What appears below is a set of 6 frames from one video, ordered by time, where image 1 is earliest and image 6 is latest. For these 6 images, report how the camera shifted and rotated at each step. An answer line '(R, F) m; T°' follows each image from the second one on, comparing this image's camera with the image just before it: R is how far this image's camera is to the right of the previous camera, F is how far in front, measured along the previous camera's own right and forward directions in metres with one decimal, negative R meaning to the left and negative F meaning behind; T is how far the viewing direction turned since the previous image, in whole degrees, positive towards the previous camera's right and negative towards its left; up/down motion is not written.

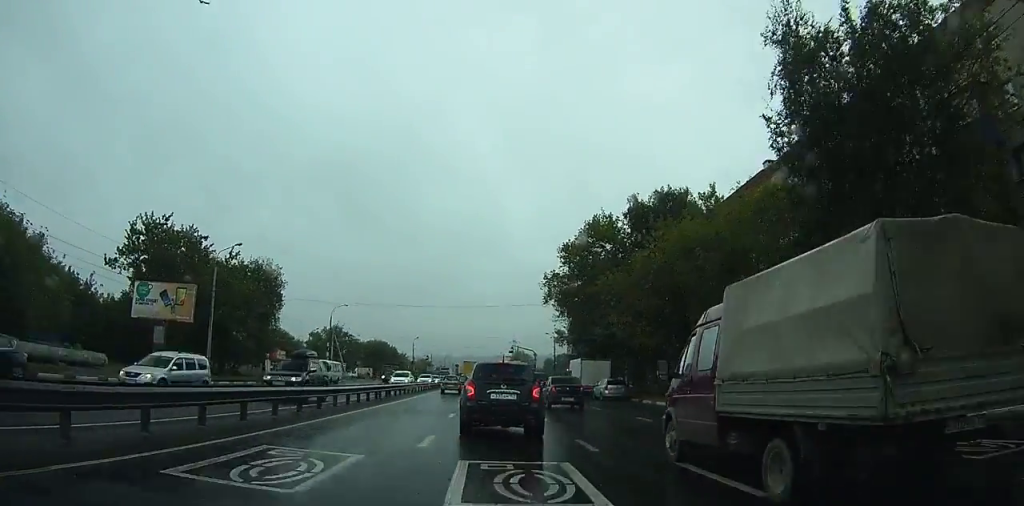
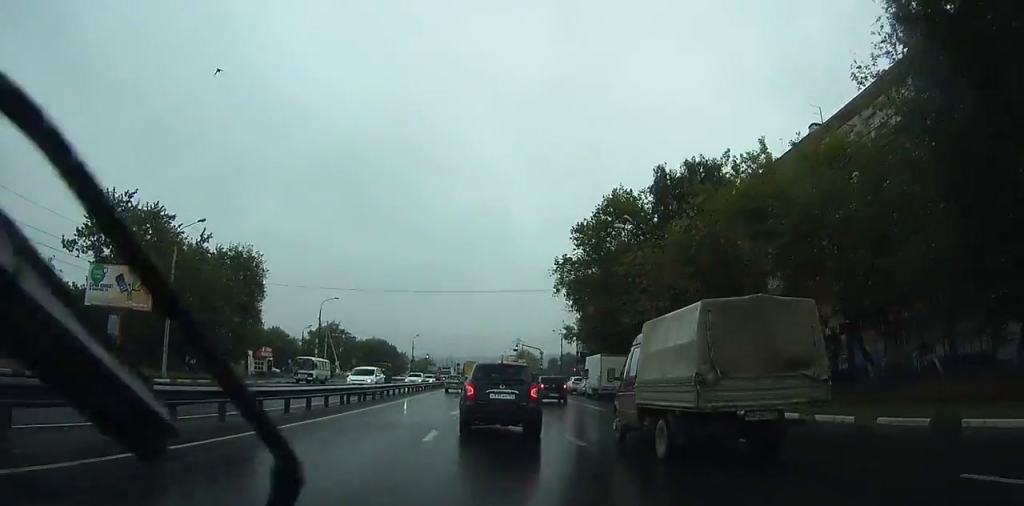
(0.0, +7.2) m; 0°
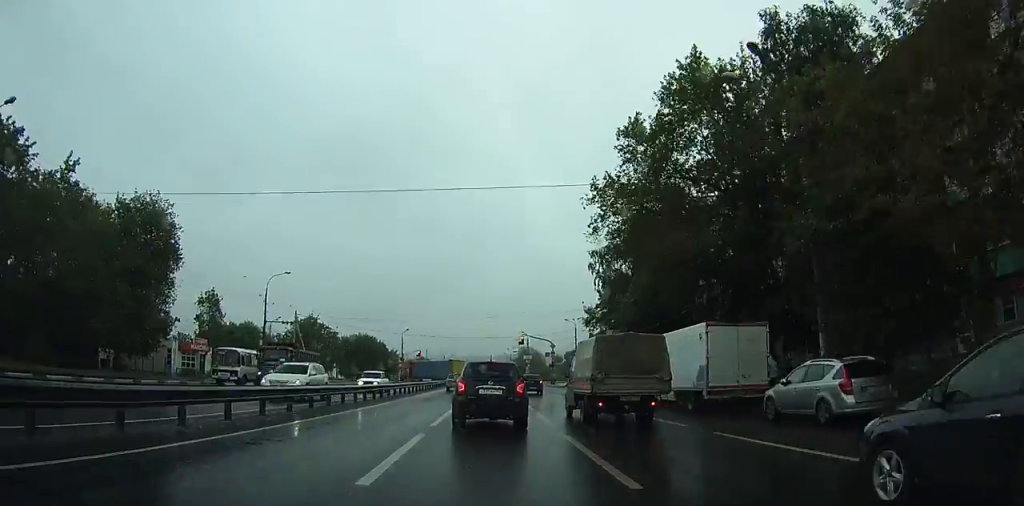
(+0.1, +19.6) m; 0°
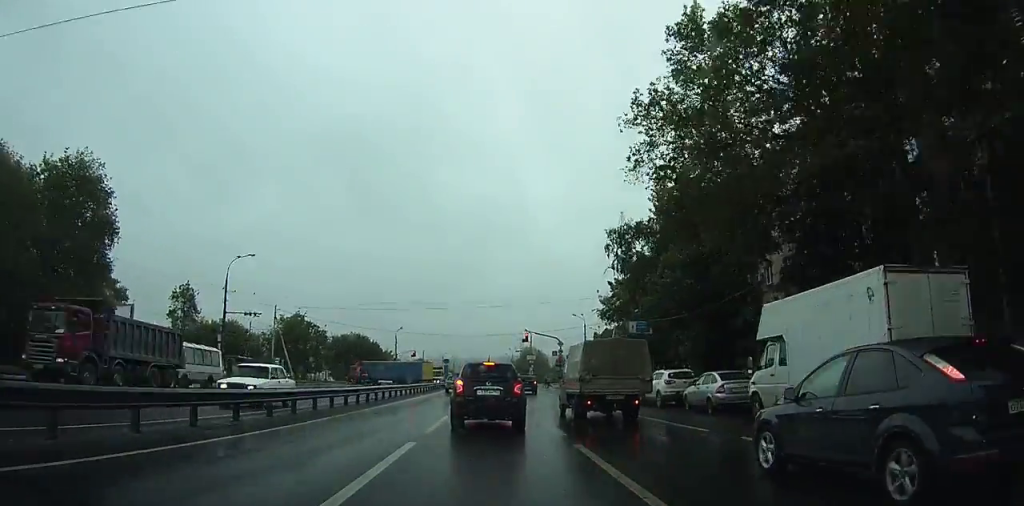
(+0.1, +9.8) m; -1°
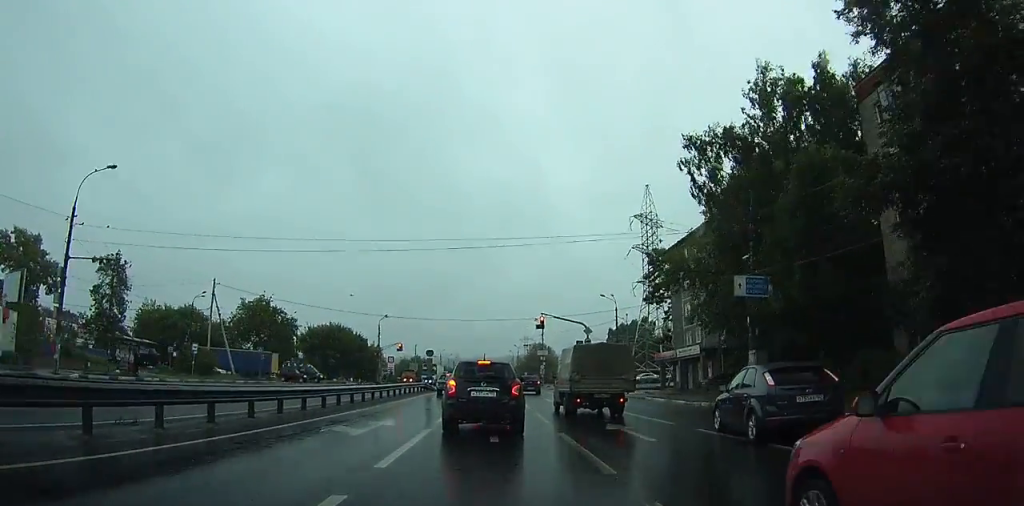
(-0.5, +23.3) m; -2°
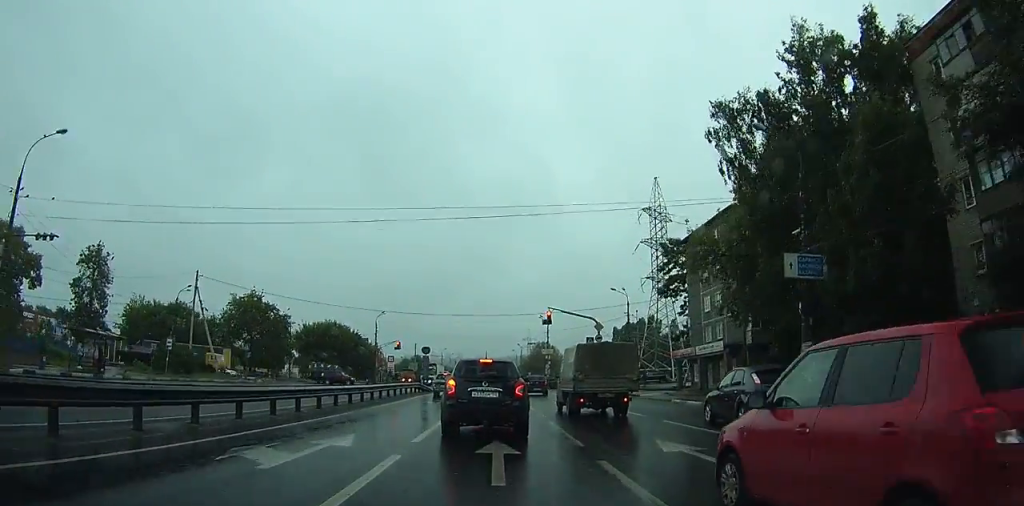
(0.0, +5.4) m; 0°
